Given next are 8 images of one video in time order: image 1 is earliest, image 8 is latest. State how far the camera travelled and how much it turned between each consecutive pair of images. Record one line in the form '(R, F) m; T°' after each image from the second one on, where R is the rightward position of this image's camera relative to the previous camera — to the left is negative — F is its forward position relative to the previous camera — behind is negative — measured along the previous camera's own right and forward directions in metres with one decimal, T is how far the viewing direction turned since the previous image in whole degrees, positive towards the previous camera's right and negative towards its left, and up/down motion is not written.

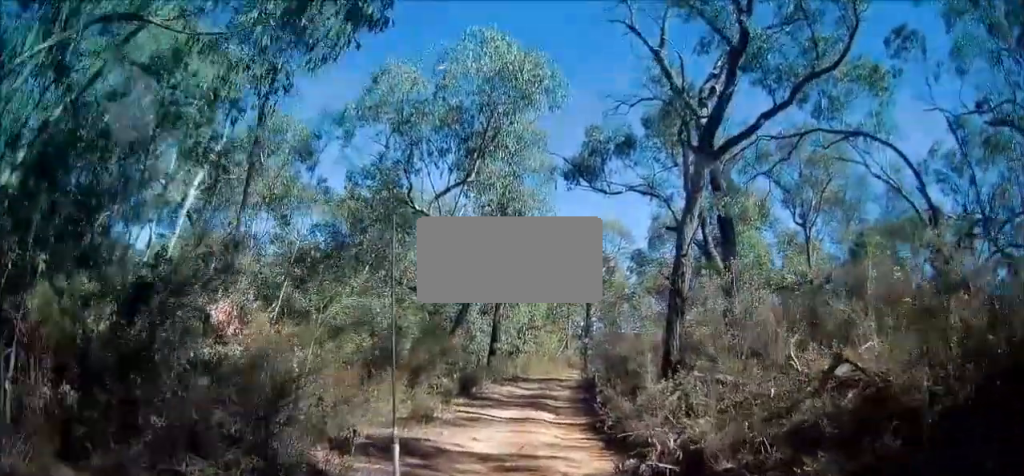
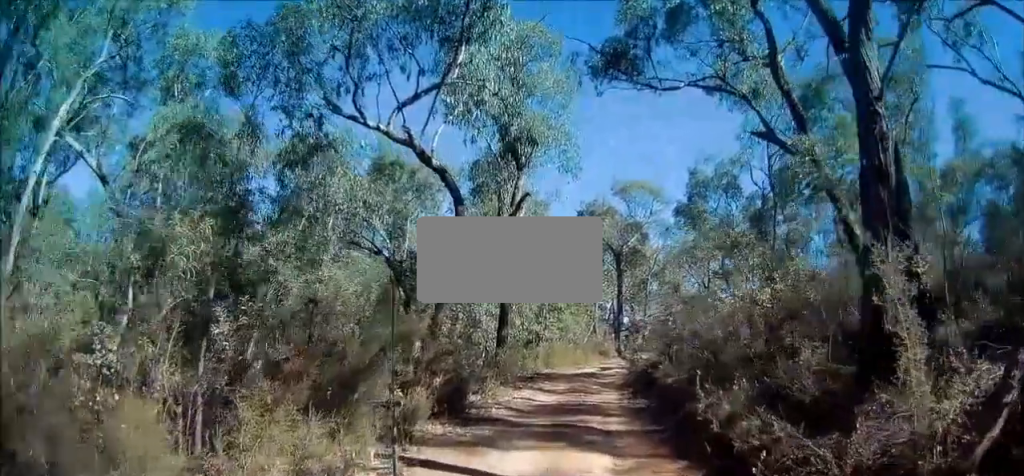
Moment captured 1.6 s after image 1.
(+0.3, +8.5) m; +1°
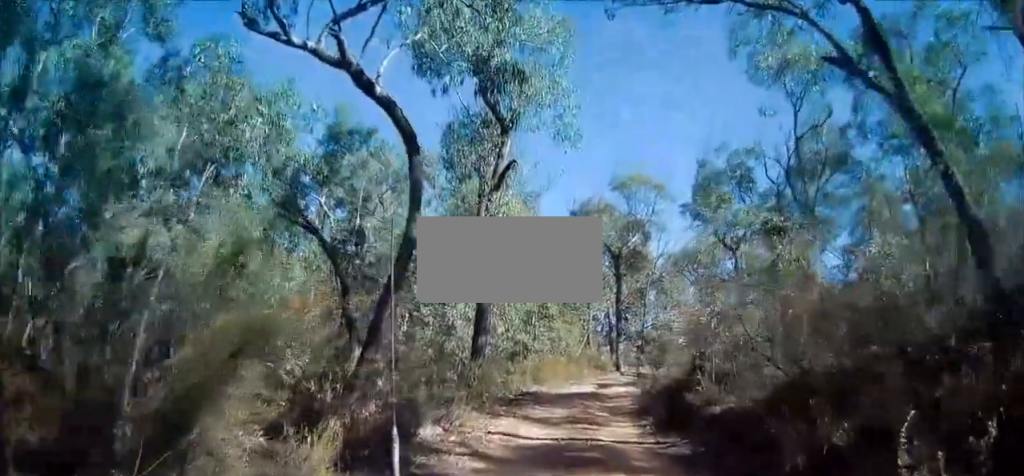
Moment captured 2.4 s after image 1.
(-0.4, +4.8) m; -1°
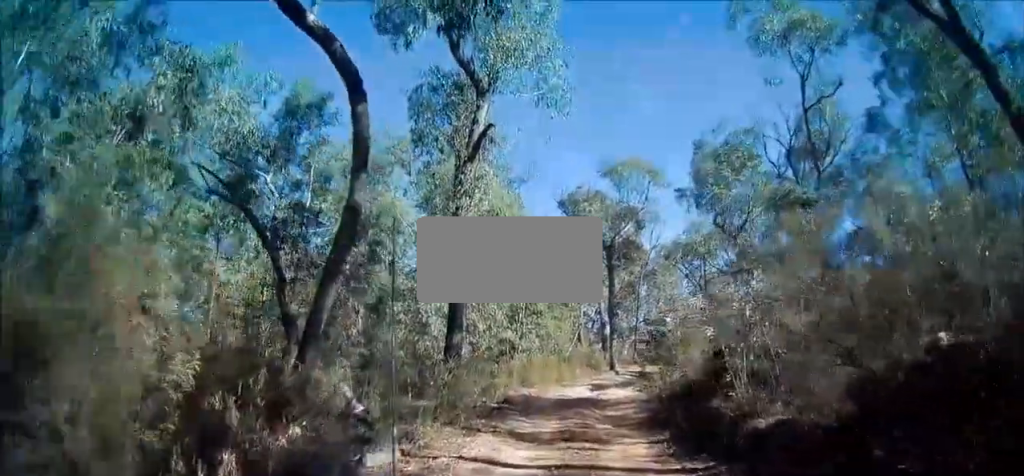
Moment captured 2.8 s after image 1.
(+0.1, +2.6) m; +2°
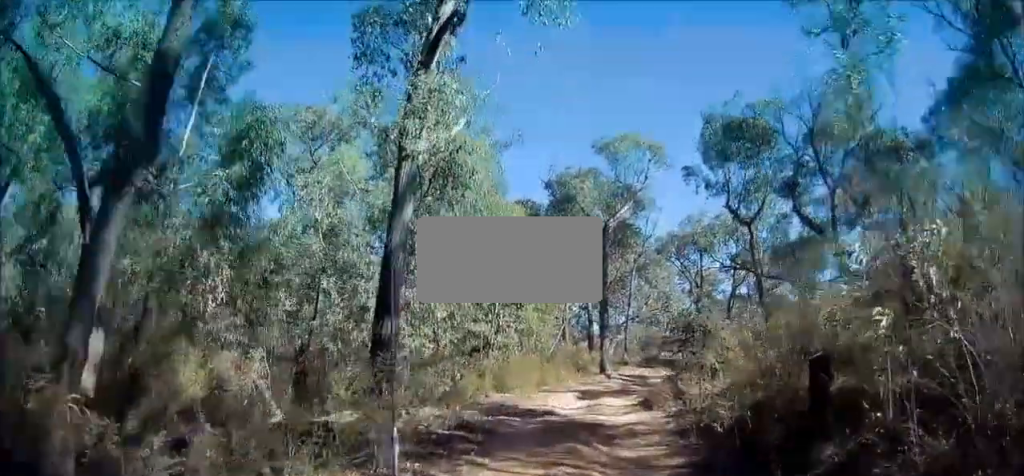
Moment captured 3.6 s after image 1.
(+0.2, +4.7) m; +4°
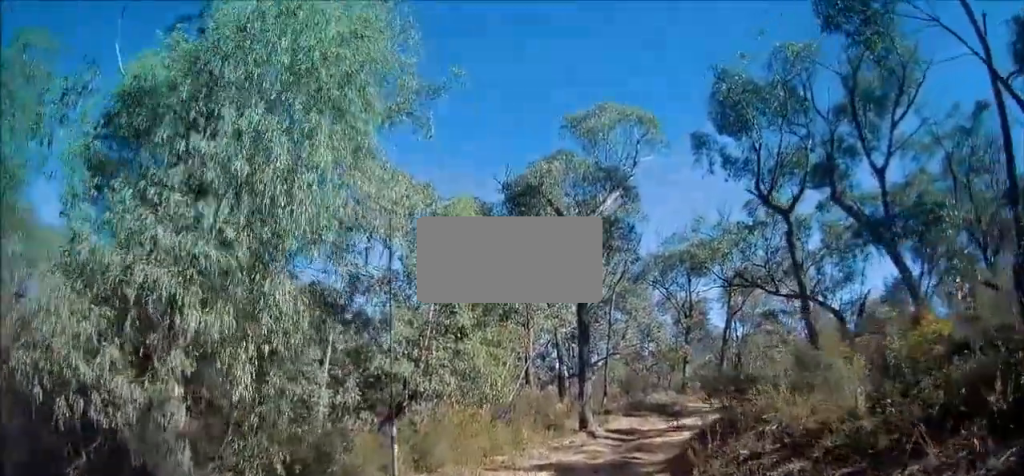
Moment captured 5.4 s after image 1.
(-0.2, +8.8) m; -4°
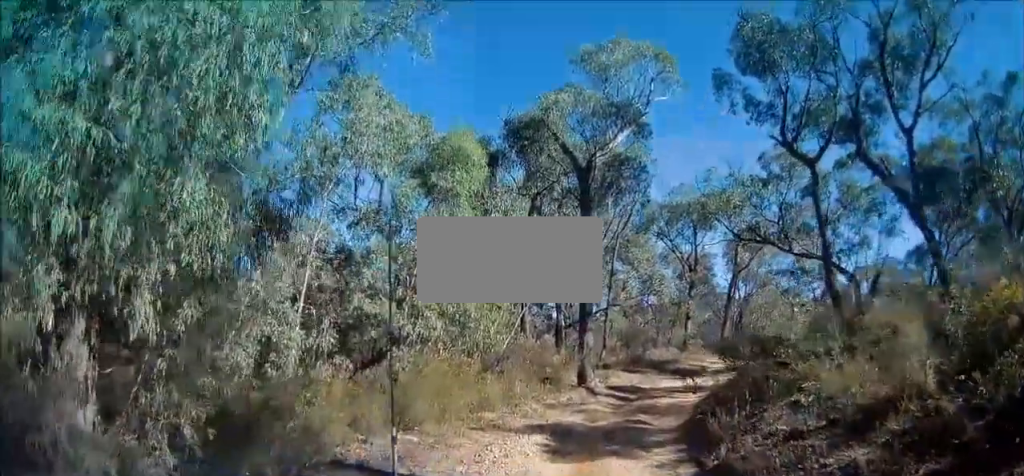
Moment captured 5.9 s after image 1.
(+0.1, +1.9) m; +3°
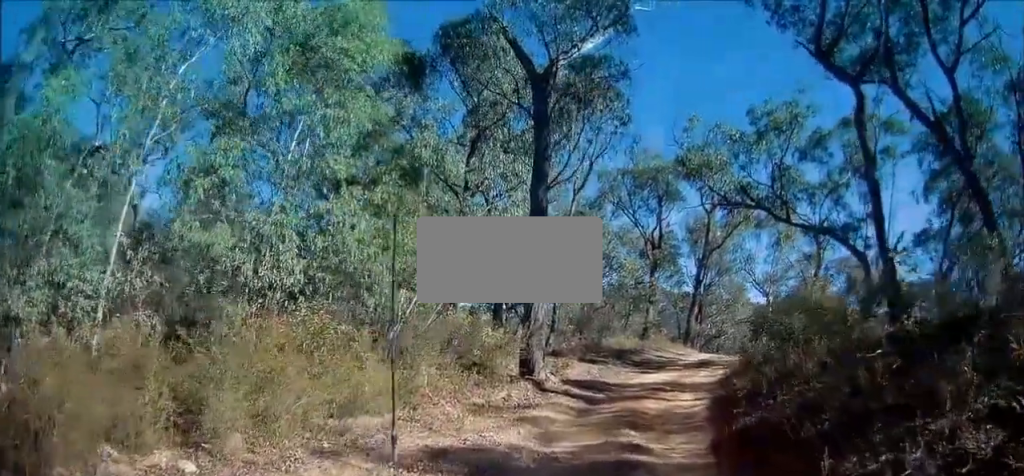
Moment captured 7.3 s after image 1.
(+0.4, +6.0) m; +12°
